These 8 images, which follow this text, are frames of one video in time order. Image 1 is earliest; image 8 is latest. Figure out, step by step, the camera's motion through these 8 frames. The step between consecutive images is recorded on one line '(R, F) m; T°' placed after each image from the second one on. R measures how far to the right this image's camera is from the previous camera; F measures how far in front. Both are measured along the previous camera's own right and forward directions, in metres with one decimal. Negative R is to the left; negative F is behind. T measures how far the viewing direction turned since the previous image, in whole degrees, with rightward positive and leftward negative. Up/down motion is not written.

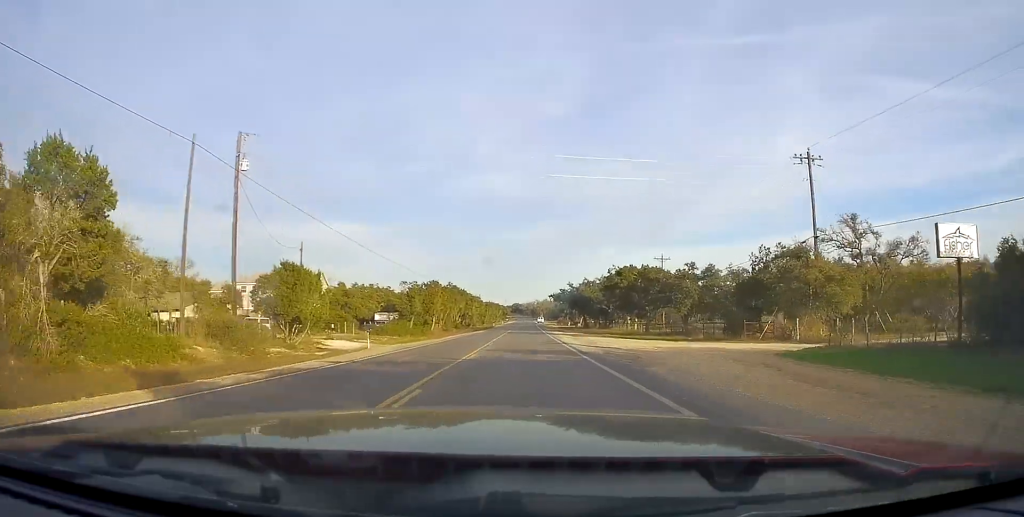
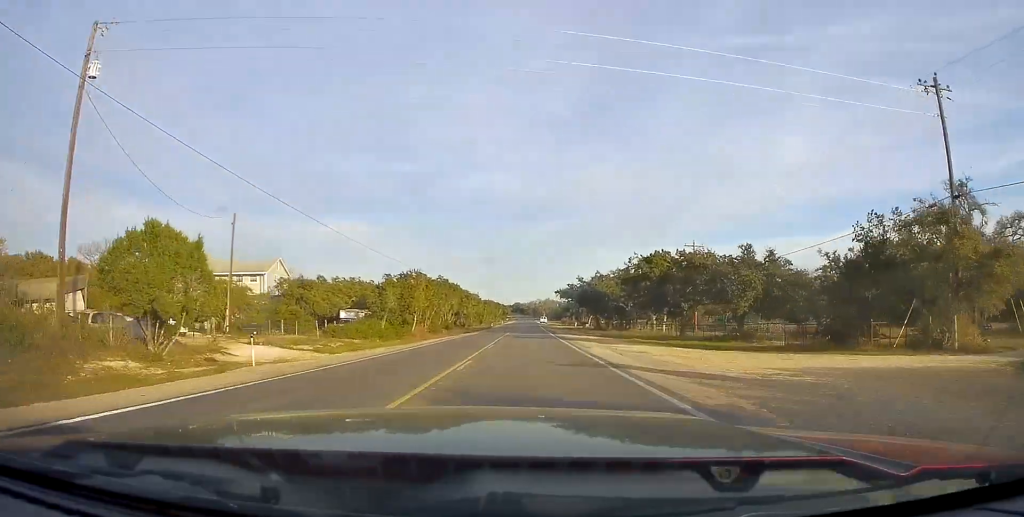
(0.0, +15.4) m; 0°
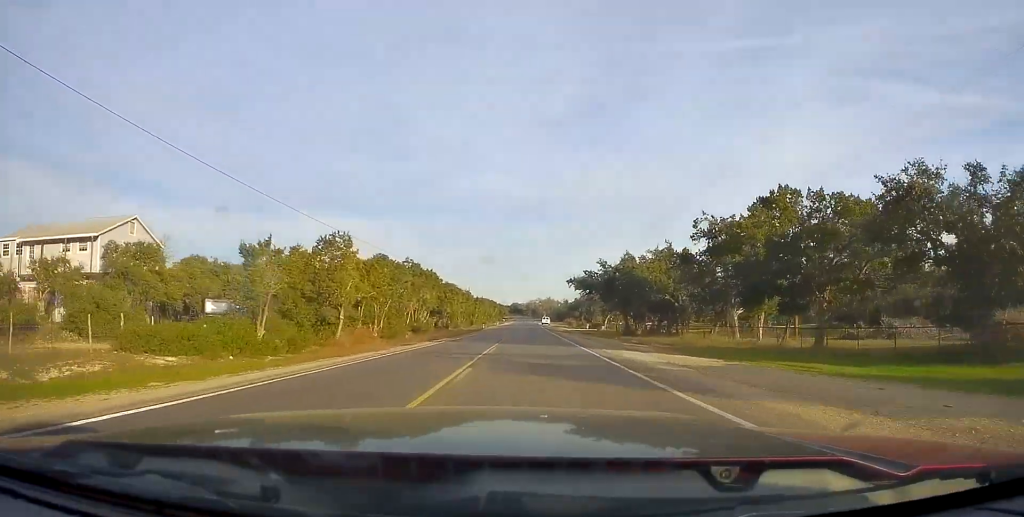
(+0.2, +27.2) m; +1°
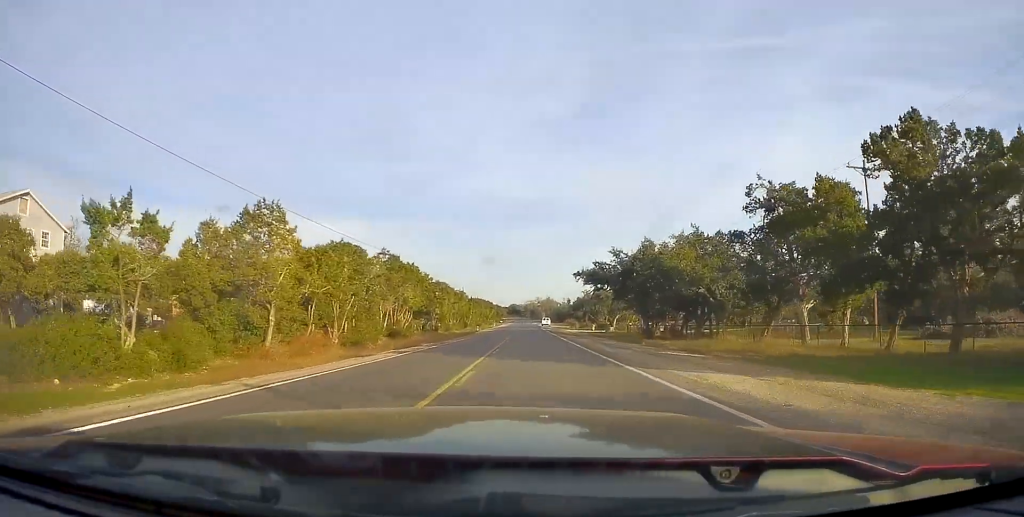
(+0.1, +11.3) m; 0°
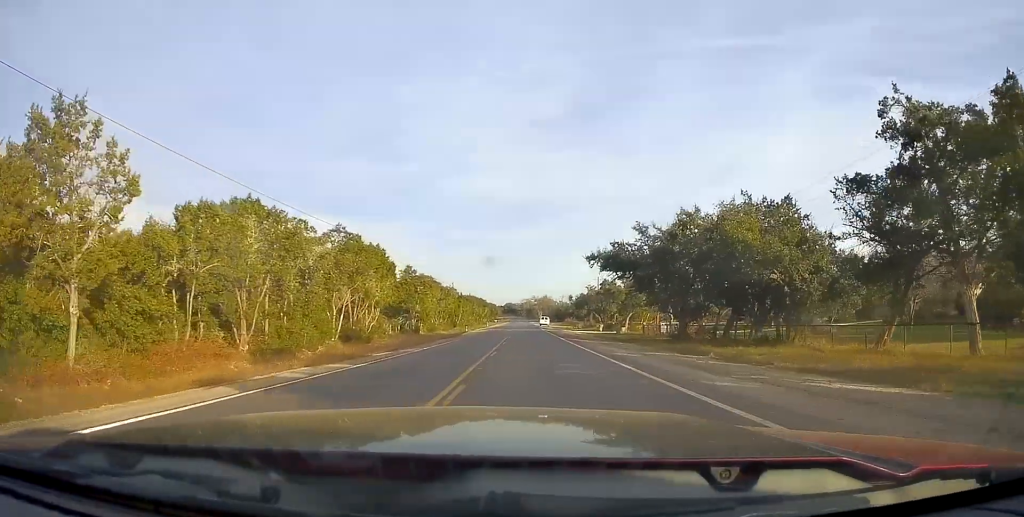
(+0.1, +14.2) m; 0°
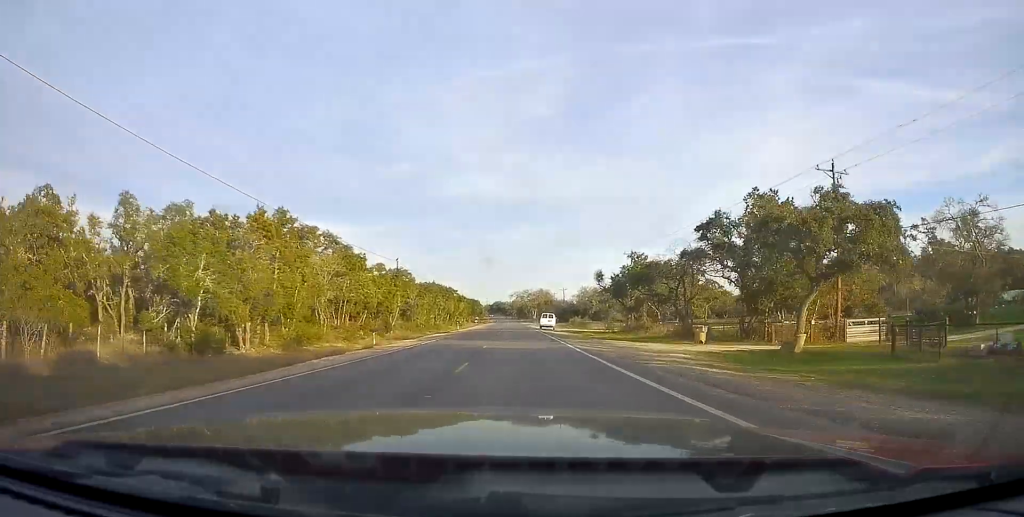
(0.0, +52.7) m; 0°
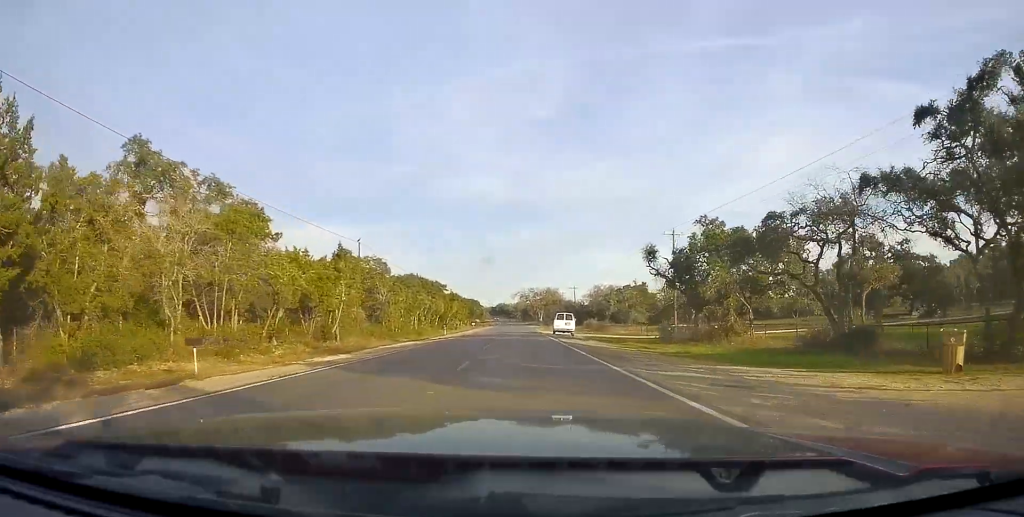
(0.0, +22.1) m; 0°
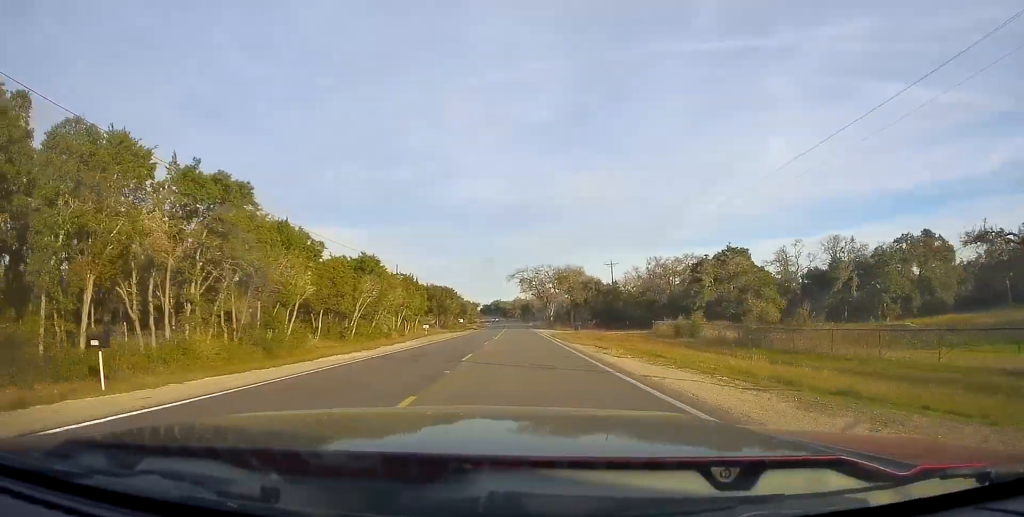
(0.0, +65.4) m; 0°
